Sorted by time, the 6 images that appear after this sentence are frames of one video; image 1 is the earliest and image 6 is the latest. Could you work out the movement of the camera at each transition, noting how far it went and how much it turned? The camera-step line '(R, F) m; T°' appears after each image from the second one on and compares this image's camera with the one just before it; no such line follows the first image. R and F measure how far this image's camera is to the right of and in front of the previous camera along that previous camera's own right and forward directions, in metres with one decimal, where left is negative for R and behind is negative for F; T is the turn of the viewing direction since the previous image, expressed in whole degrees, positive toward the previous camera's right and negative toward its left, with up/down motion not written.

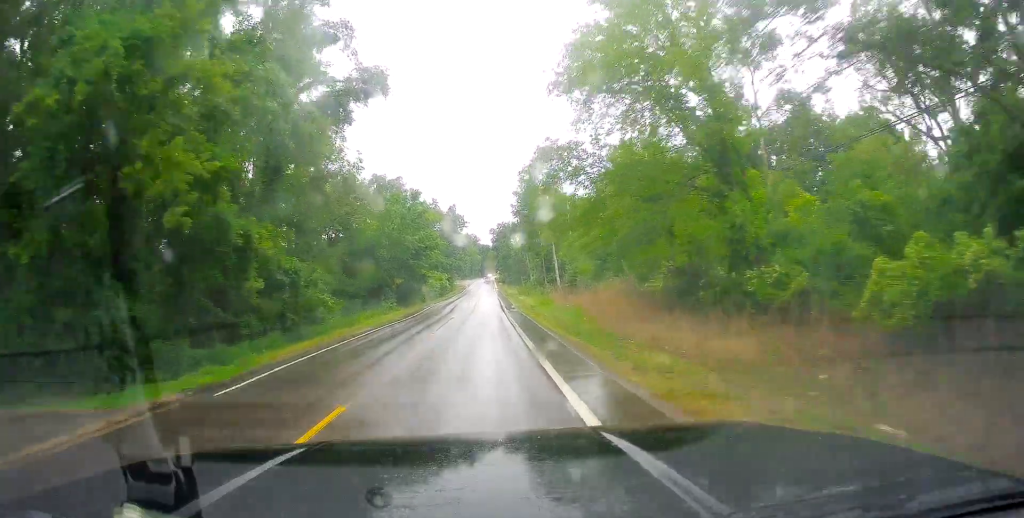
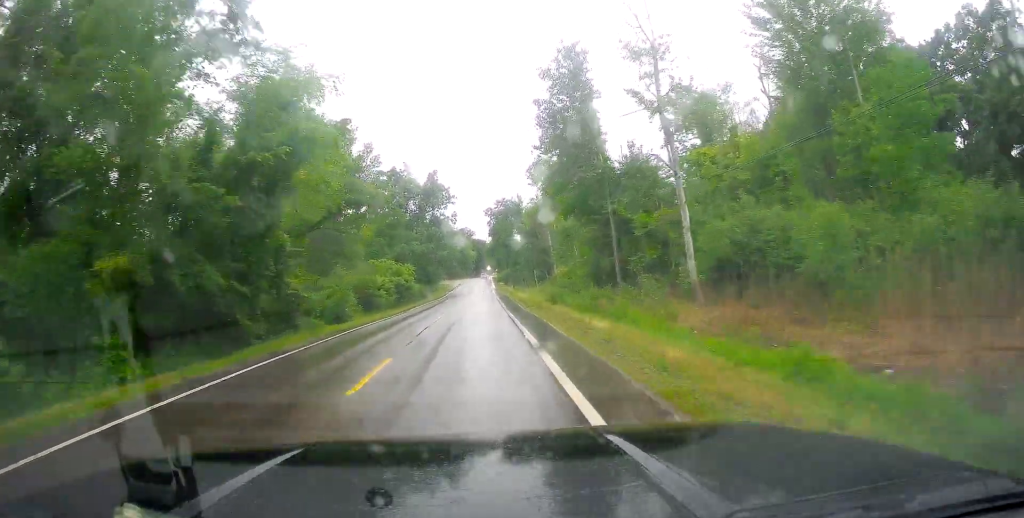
(0.0, +42.4) m; +1°
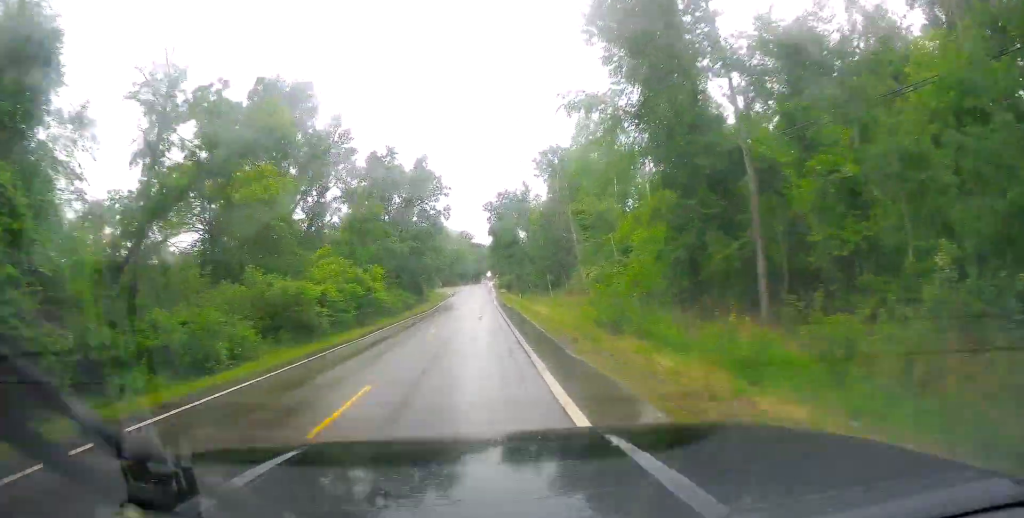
(+0.2, +17.2) m; +2°
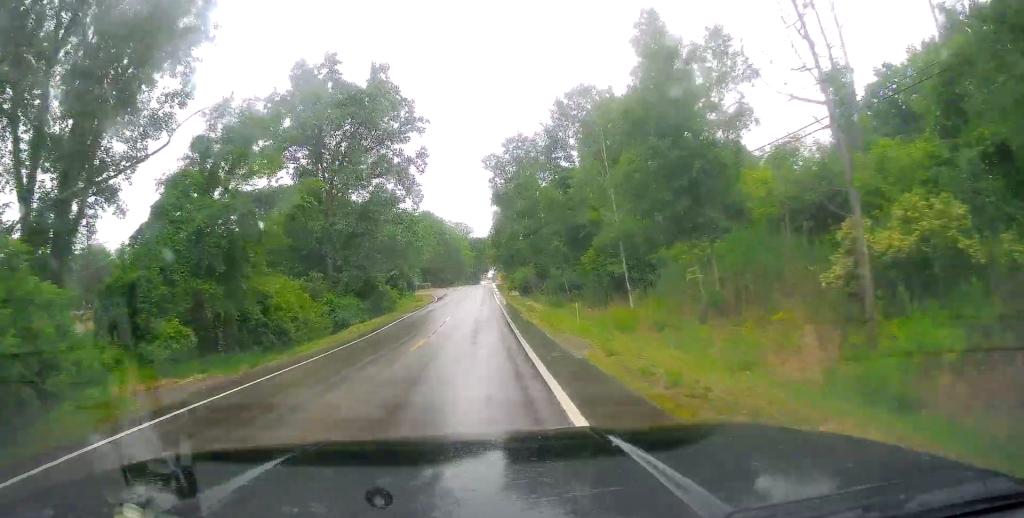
(0.0, +35.2) m; -2°
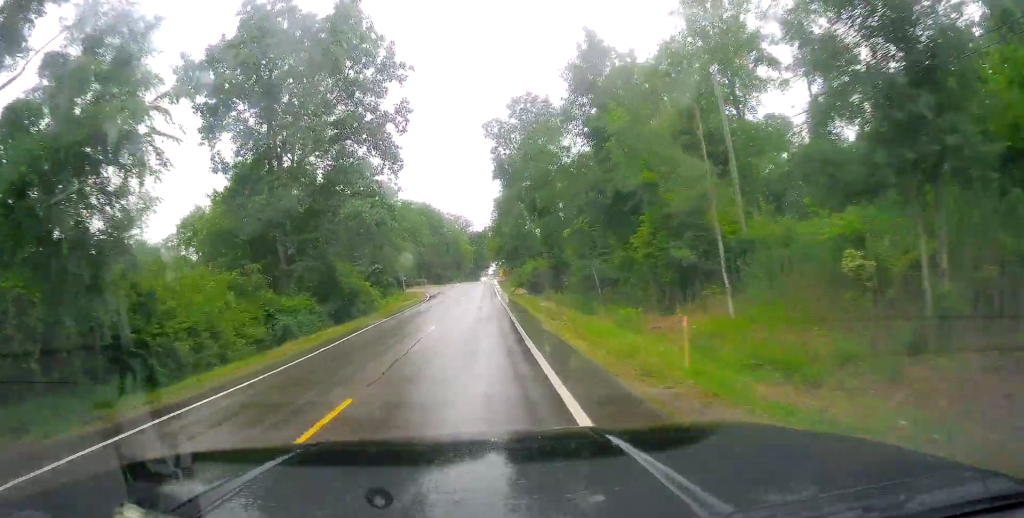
(-0.2, +12.2) m; -1°
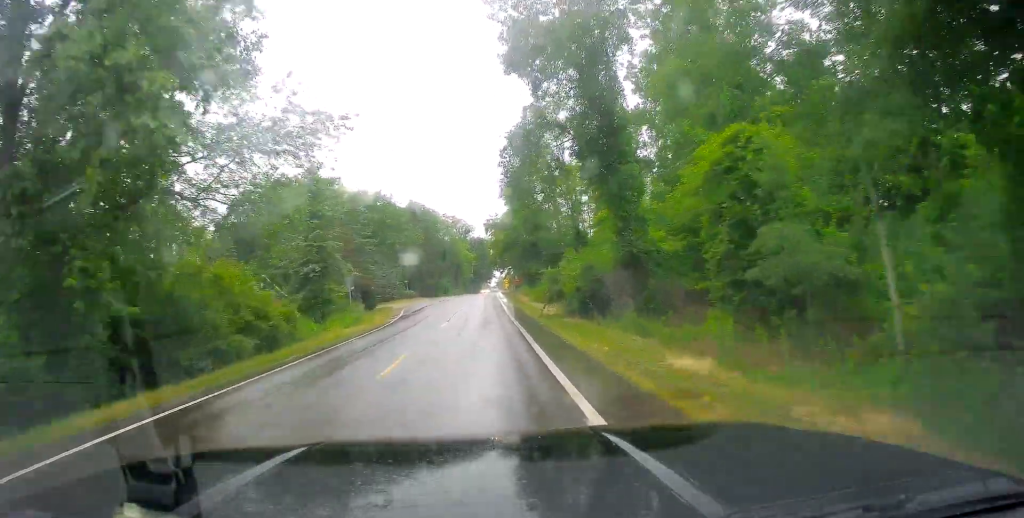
(0.0, +24.8) m; +1°
